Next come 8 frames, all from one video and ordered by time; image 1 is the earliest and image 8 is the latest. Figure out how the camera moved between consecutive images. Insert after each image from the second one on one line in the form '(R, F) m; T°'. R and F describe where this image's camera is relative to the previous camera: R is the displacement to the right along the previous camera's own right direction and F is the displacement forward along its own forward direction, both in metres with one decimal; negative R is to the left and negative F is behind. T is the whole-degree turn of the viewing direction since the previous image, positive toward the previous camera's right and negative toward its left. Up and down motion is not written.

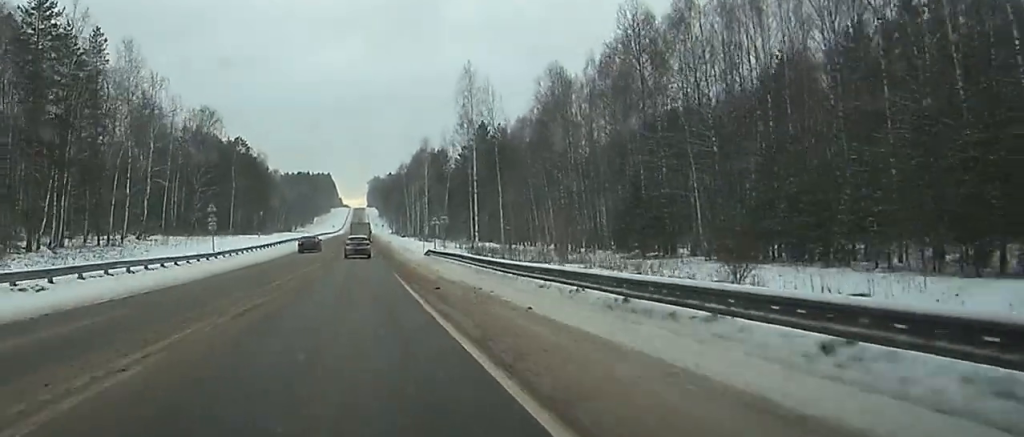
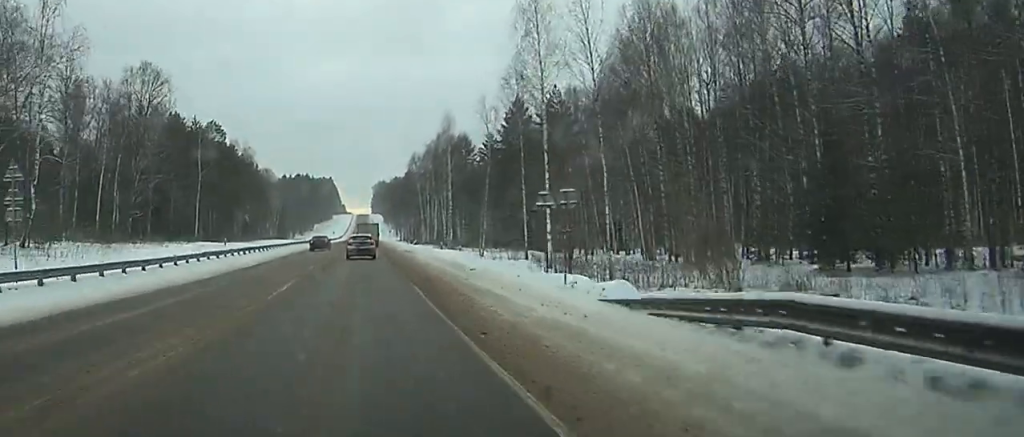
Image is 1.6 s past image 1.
(+0.3, +41.3) m; +1°
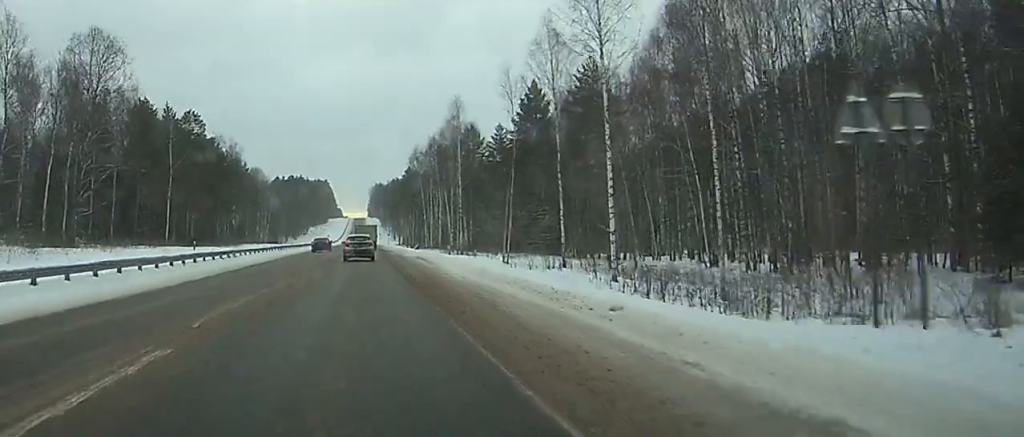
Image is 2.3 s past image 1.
(0.0, +18.7) m; 0°
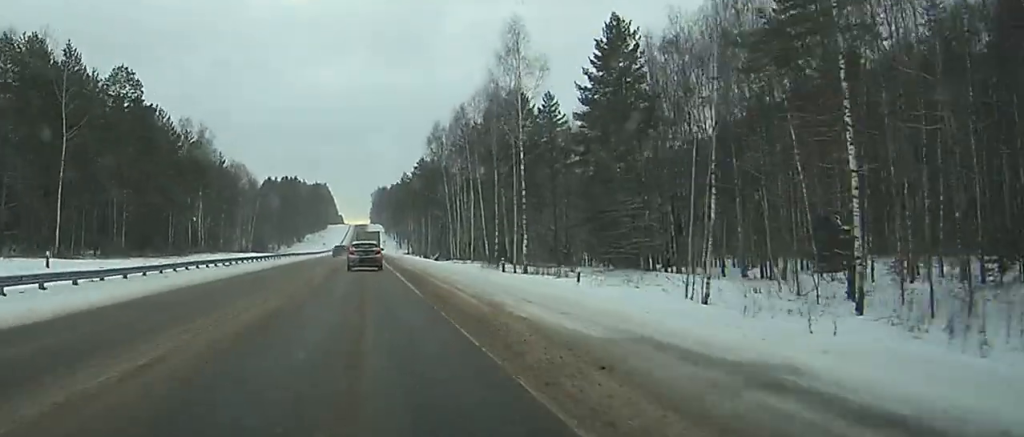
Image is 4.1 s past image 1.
(-0.1, +45.3) m; 0°
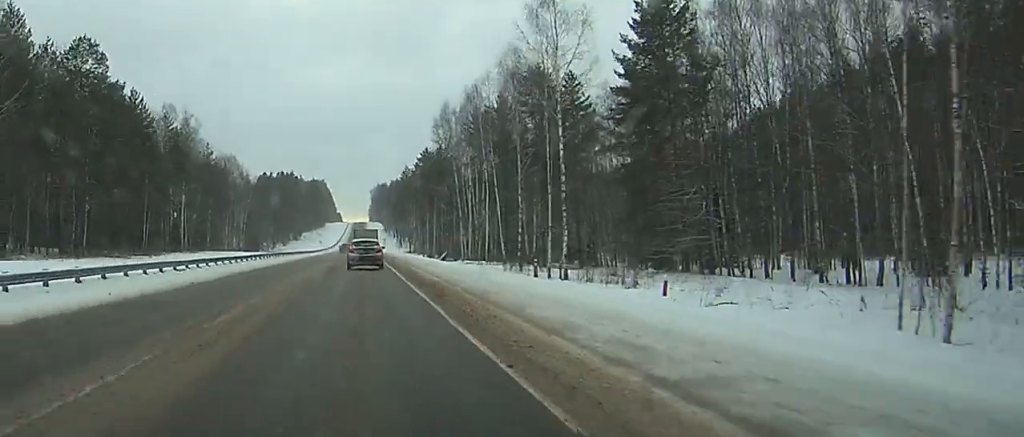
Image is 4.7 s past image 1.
(0.0, +14.9) m; 0°
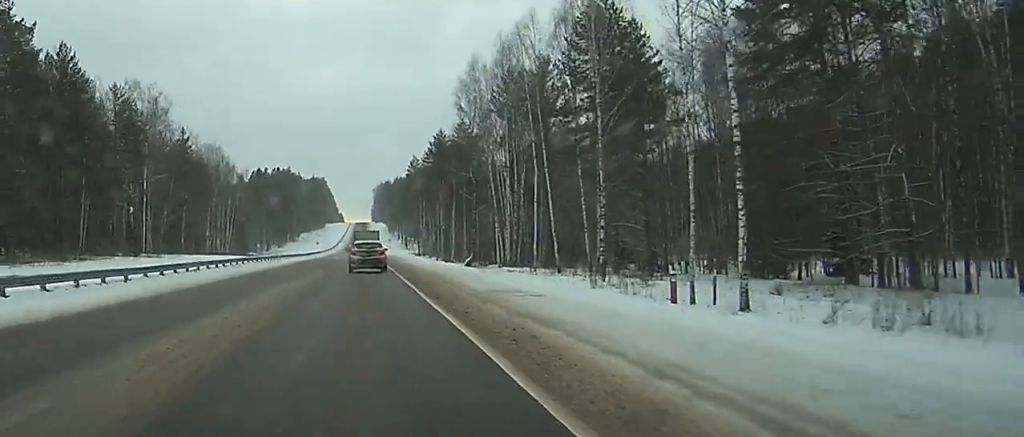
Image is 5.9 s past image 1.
(0.0, +27.7) m; 0°
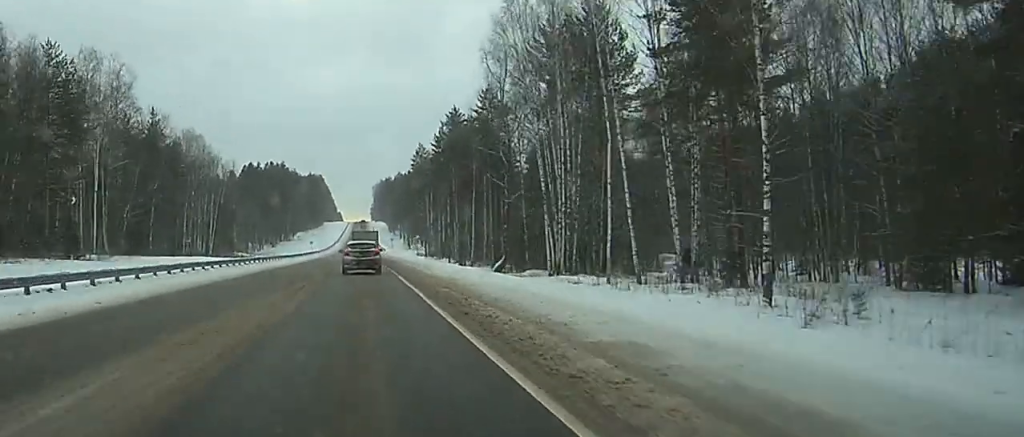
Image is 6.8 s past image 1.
(0.0, +22.6) m; 0°
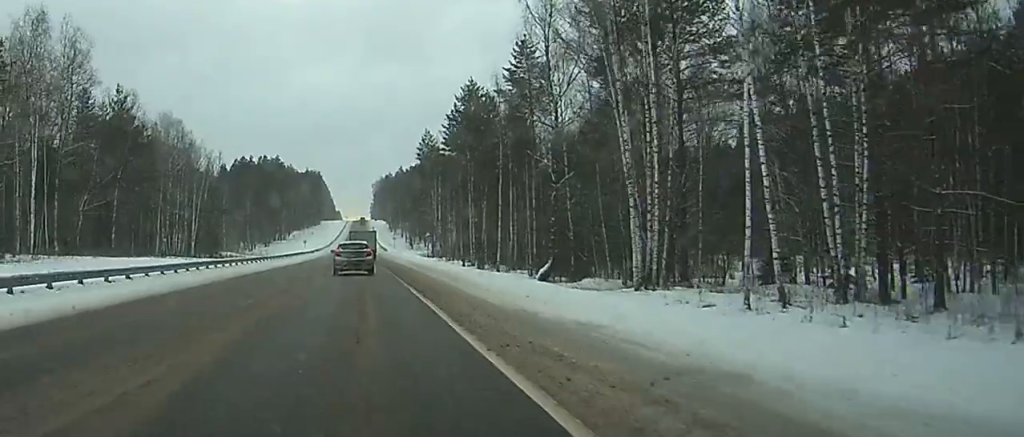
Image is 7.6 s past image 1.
(+0.1, +19.2) m; 0°
